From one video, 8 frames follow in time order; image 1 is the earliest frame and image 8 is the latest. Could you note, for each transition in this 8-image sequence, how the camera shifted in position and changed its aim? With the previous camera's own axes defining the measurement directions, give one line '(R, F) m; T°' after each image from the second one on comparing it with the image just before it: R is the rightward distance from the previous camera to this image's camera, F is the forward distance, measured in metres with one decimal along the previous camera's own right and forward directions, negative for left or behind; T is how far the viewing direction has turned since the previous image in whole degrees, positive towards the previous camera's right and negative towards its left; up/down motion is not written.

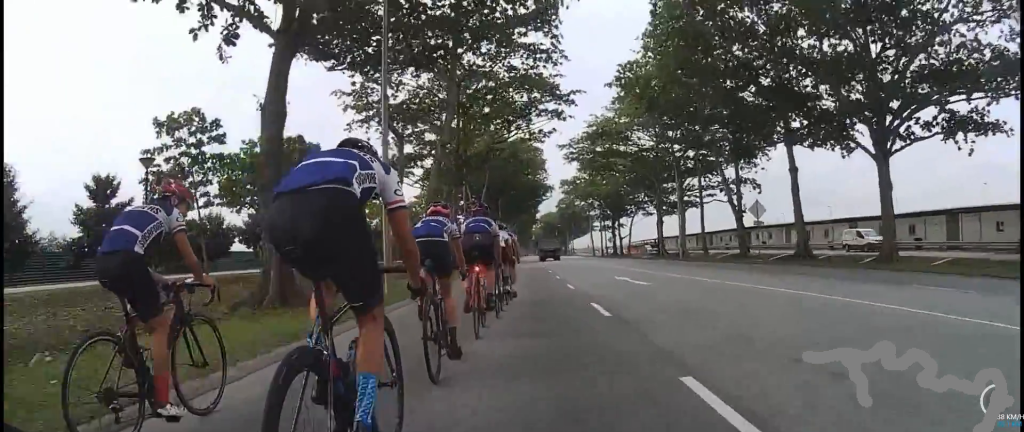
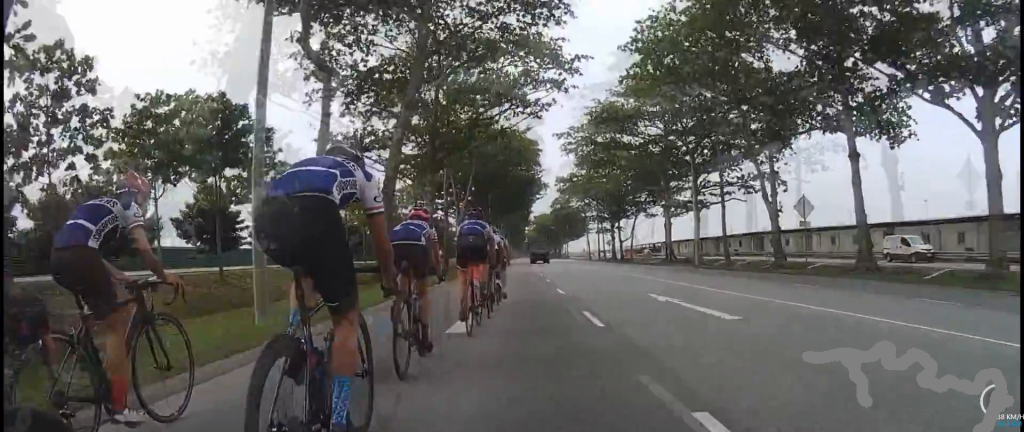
(0.0, +9.0) m; -1°
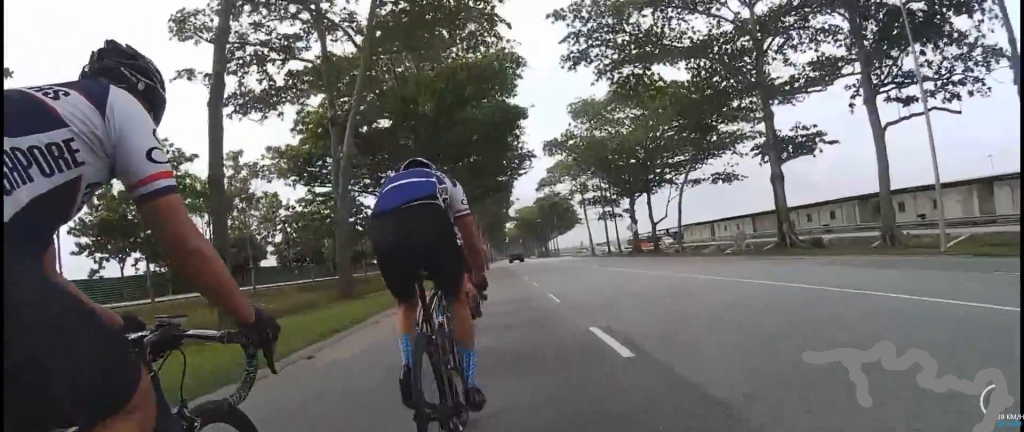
(-0.3, +22.4) m; -1°
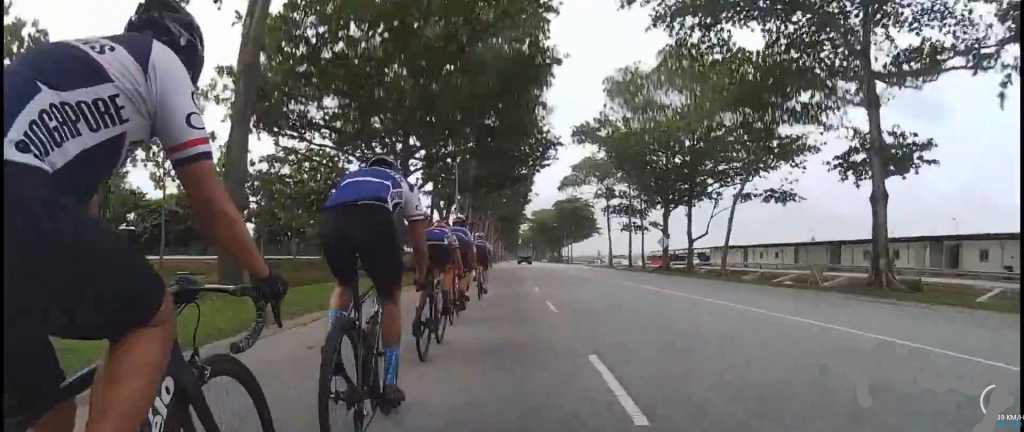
(+0.1, +9.6) m; 0°
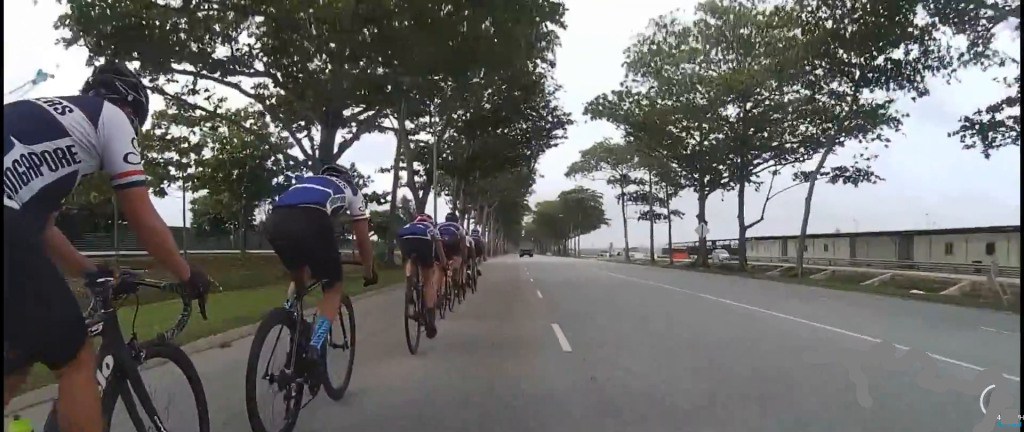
(-0.1, +12.0) m; 0°
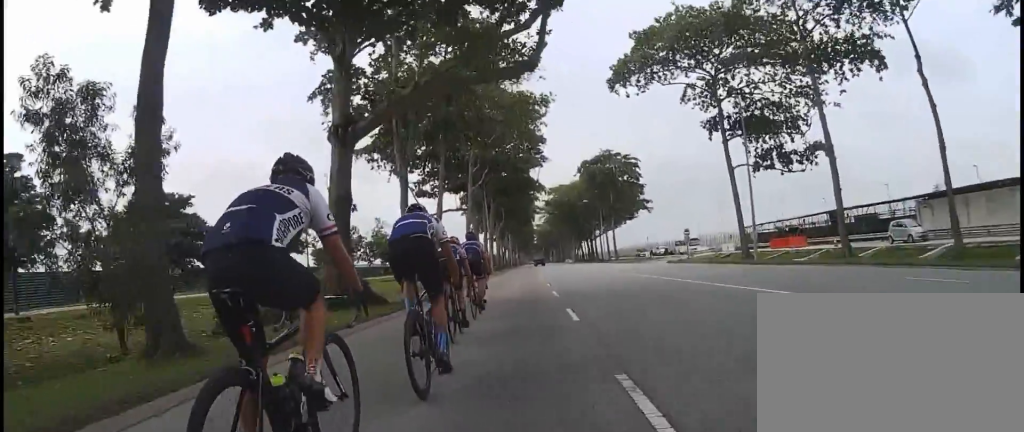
(-1.1, +36.1) m; -1°
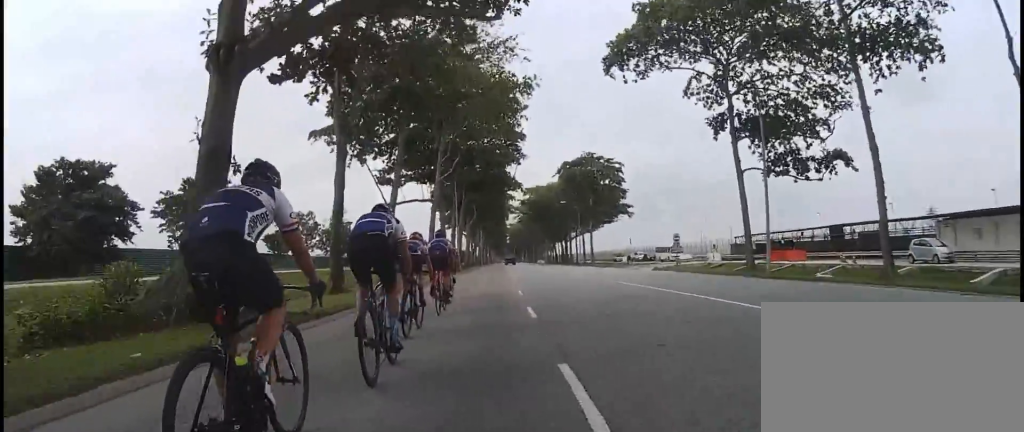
(+0.4, +5.5) m; 0°
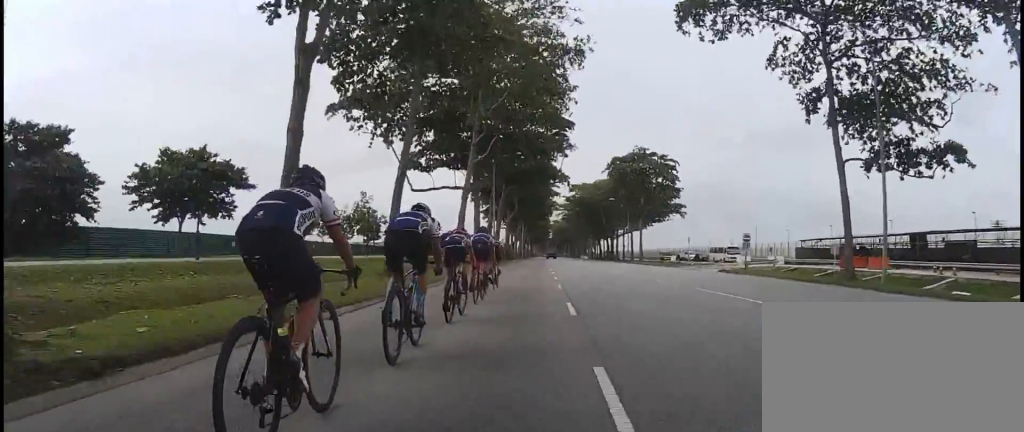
(+0.1, +6.6) m; -1°
